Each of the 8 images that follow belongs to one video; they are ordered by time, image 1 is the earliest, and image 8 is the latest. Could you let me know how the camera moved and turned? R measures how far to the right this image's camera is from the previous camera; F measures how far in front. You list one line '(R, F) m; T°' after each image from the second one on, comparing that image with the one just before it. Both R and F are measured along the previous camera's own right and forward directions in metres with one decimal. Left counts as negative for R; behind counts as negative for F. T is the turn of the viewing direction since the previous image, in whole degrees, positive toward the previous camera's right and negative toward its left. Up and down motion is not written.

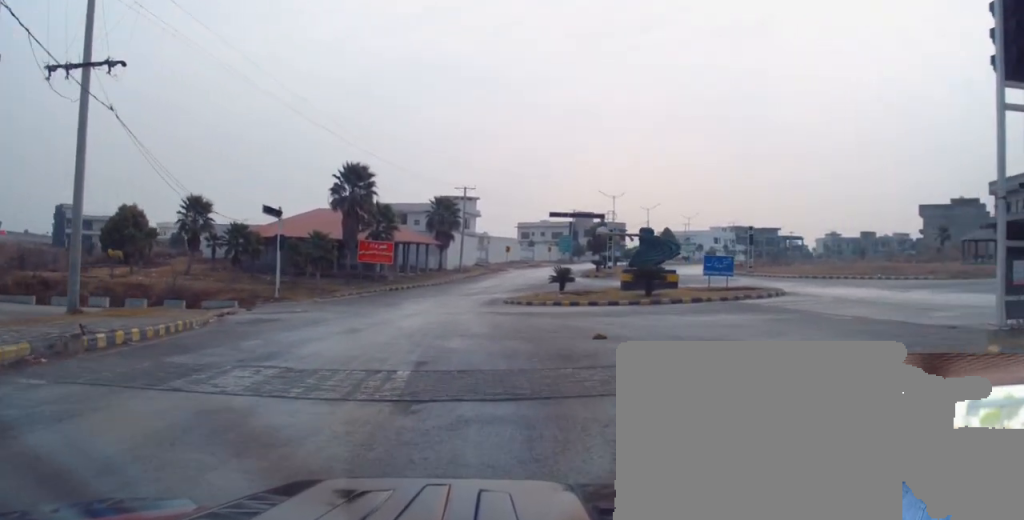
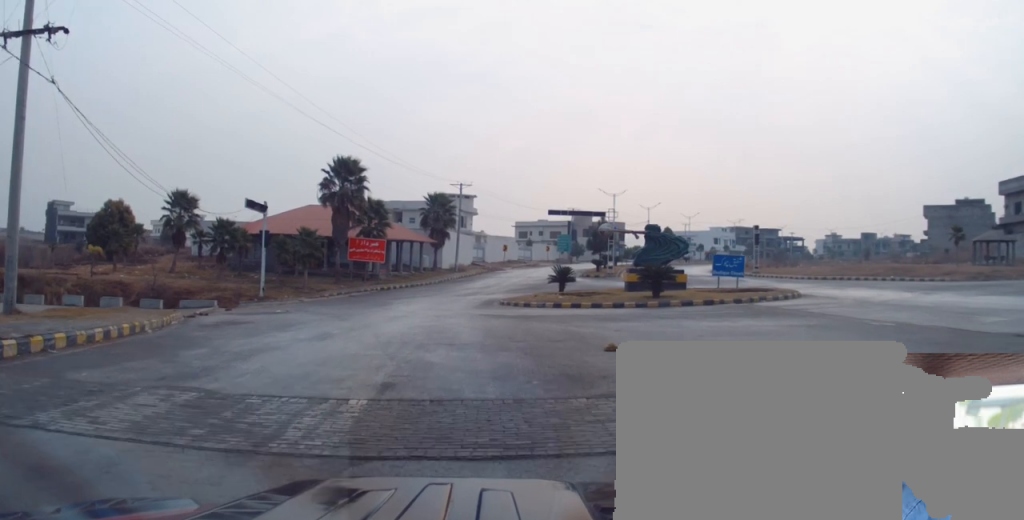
(-0.2, +2.7) m; 0°
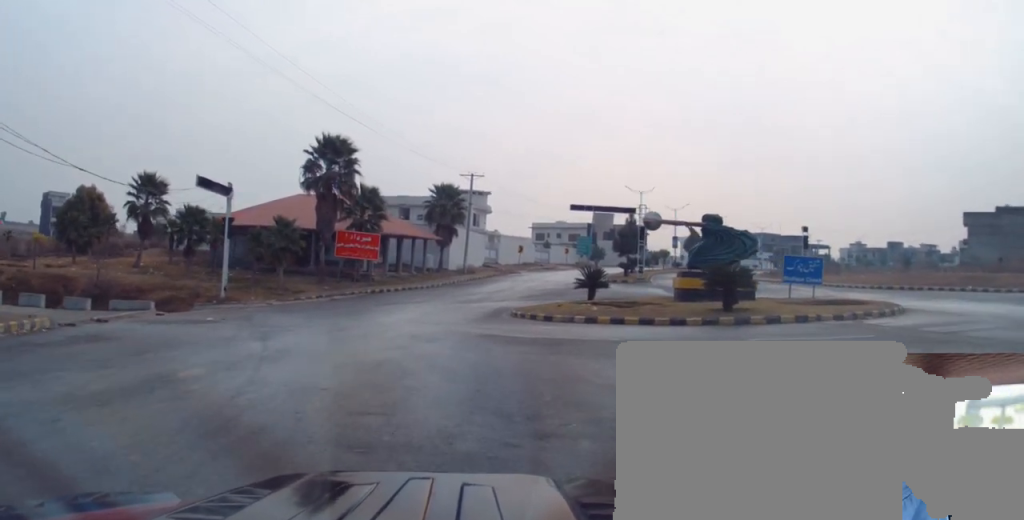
(+0.3, +9.1) m; 0°
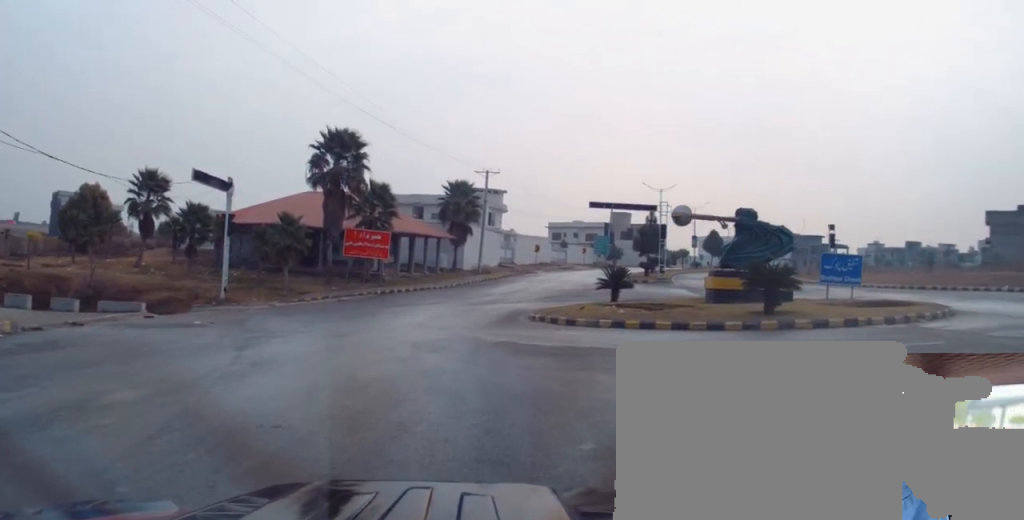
(0.0, +2.4) m; -1°
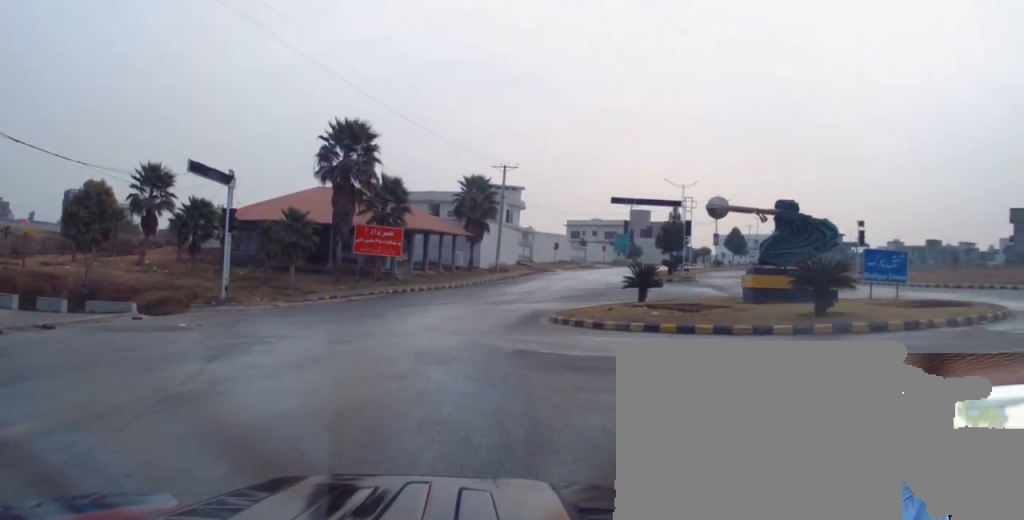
(0.0, +2.4) m; -1°
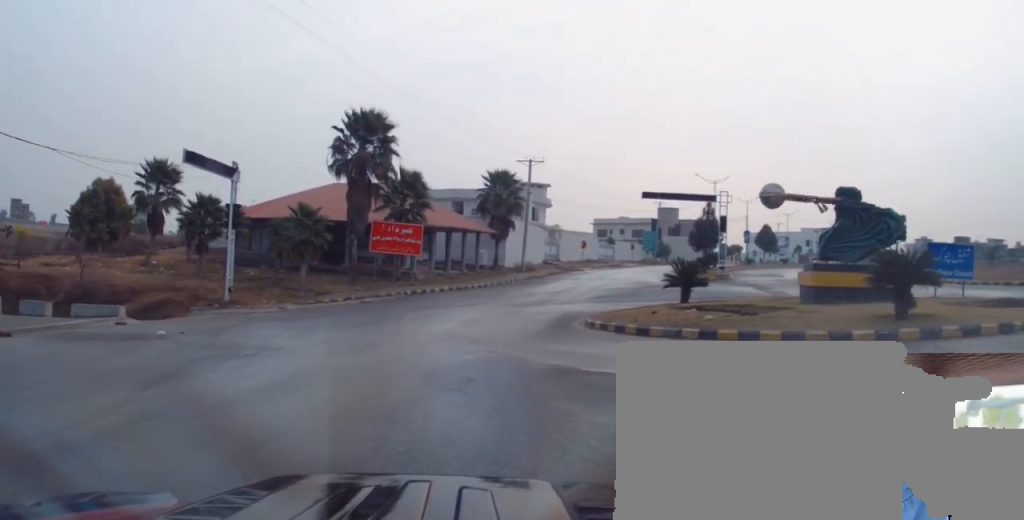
(0.0, +2.9) m; -2°
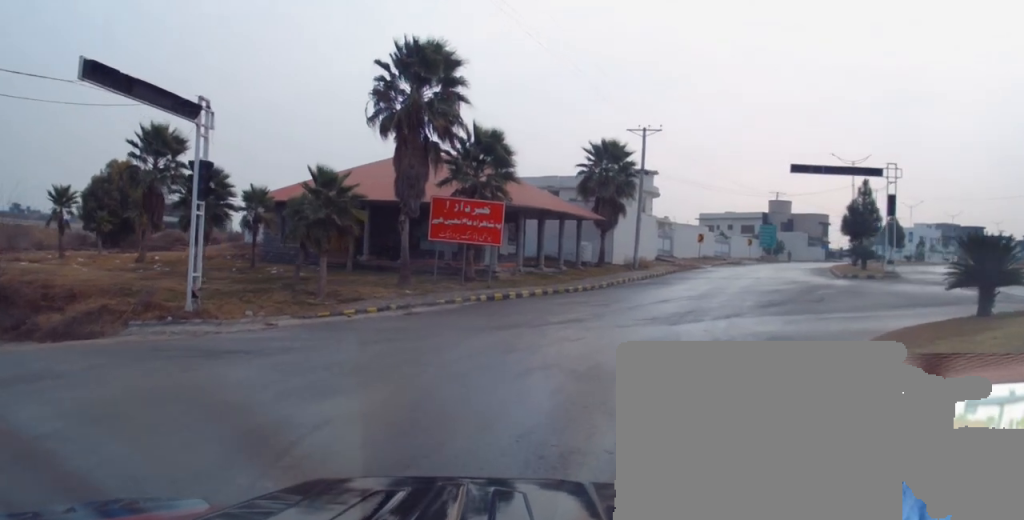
(-0.7, +12.6) m; -4°
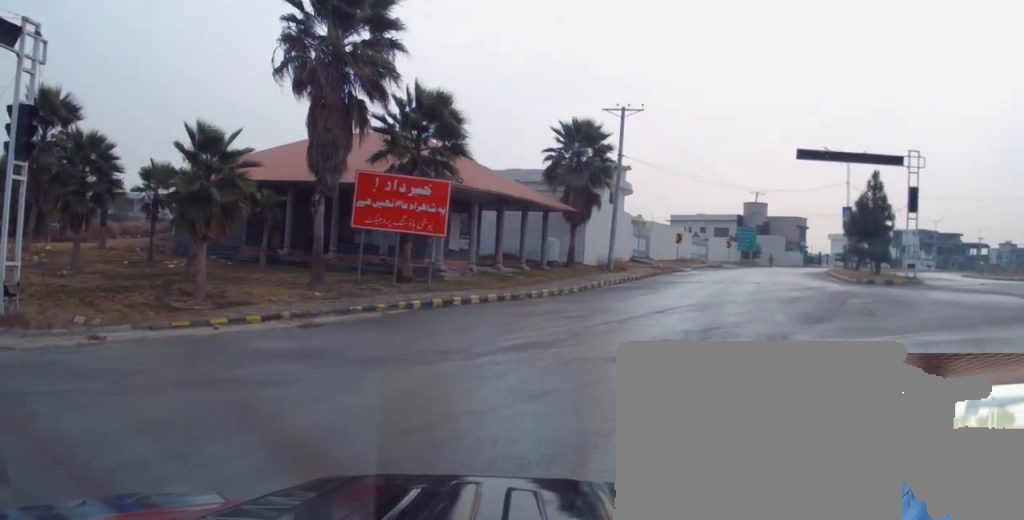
(-0.4, +6.8) m; -2°
